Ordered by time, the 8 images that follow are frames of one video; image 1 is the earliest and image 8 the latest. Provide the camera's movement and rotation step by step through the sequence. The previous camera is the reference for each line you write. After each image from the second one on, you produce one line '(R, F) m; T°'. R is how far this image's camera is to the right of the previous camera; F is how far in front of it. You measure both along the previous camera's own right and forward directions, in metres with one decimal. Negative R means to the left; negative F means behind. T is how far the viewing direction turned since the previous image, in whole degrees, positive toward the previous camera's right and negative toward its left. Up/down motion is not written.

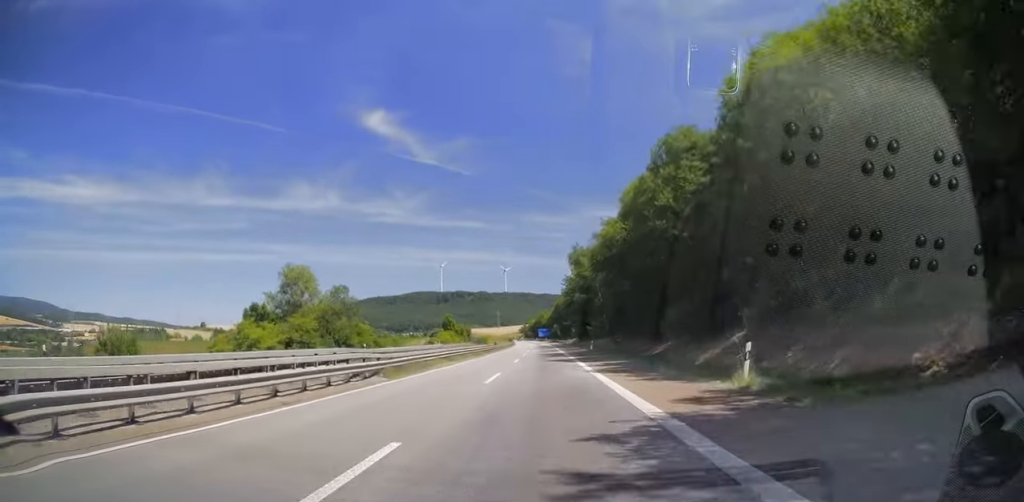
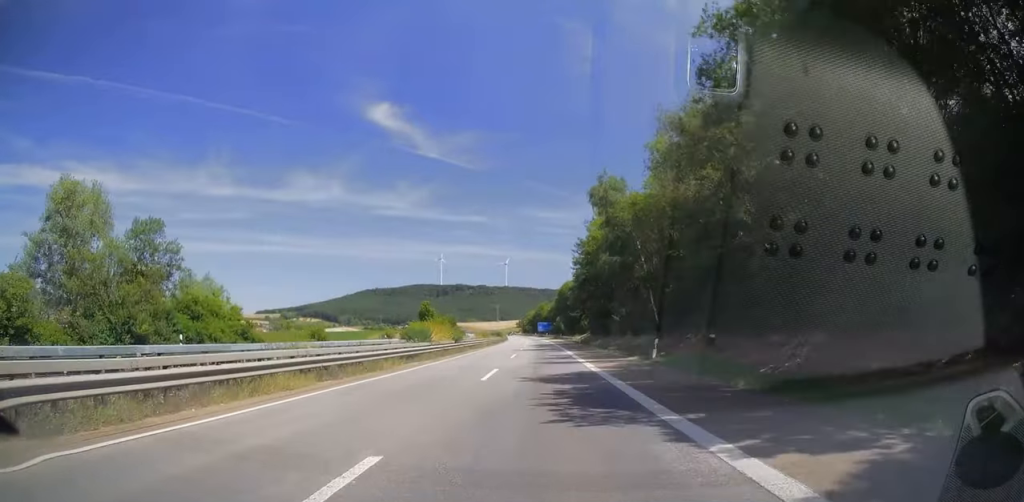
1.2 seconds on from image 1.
(0.0, +37.4) m; 0°
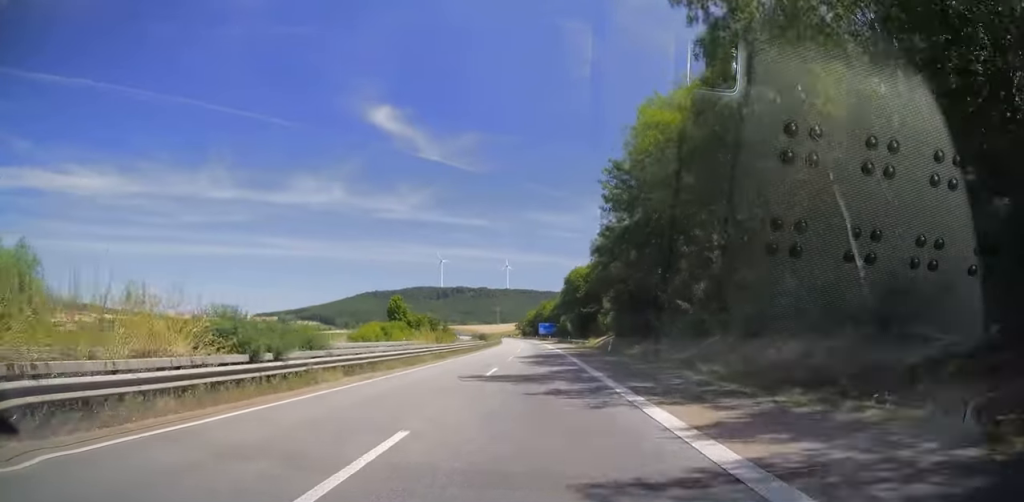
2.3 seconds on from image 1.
(+0.2, +33.7) m; +1°
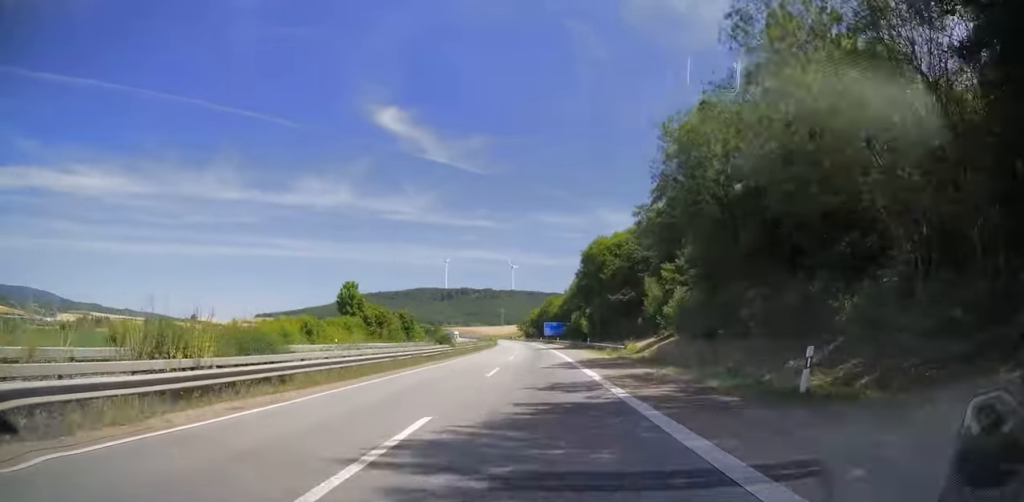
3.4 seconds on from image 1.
(0.0, +33.7) m; -1°
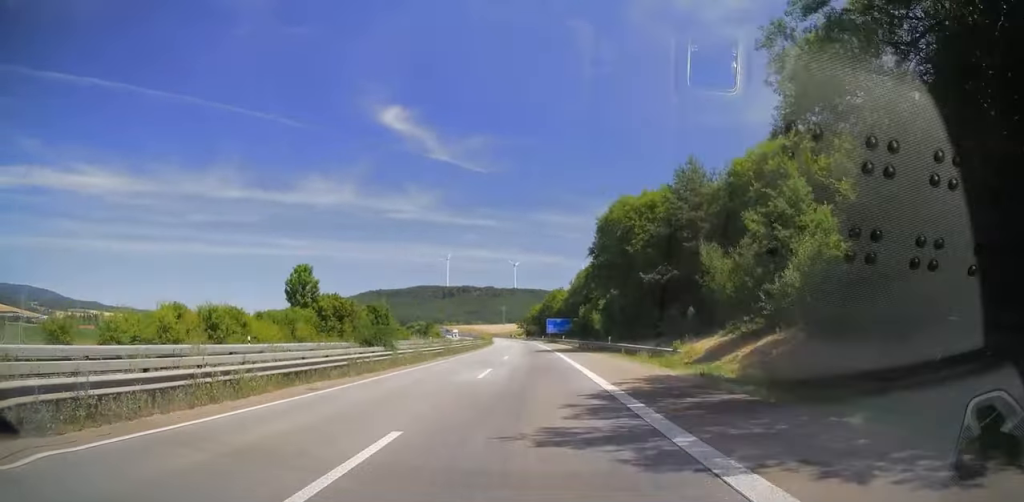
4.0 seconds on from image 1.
(-0.1, +19.6) m; -1°
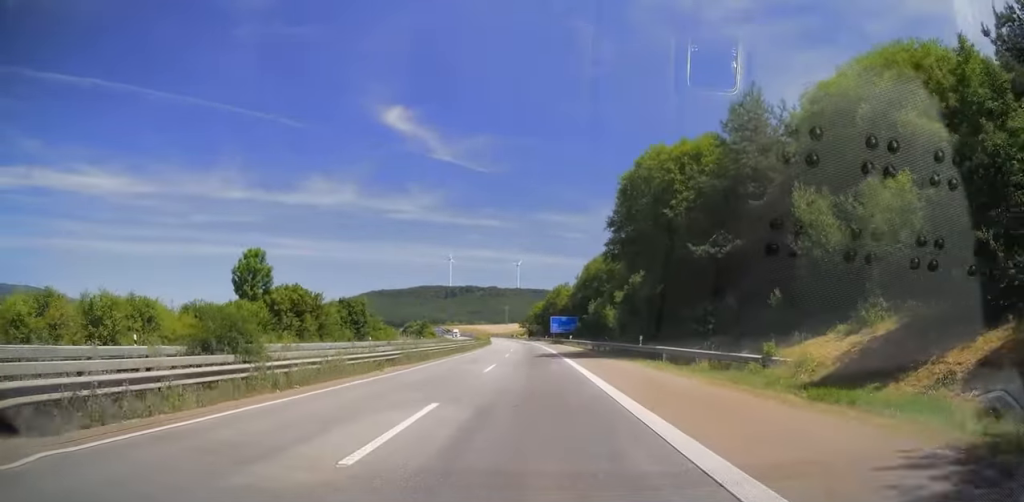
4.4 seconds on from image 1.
(-0.2, +14.0) m; 0°
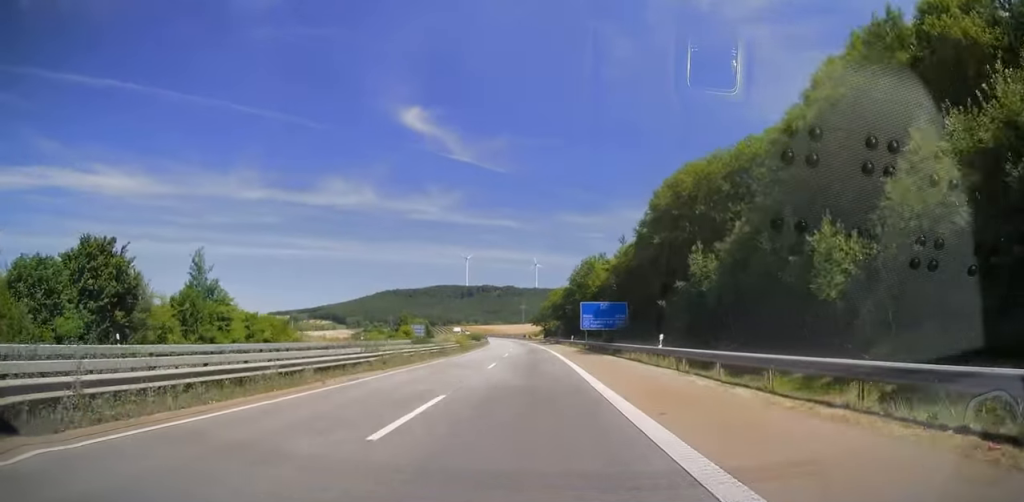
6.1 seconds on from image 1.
(+0.1, +52.2) m; -1°
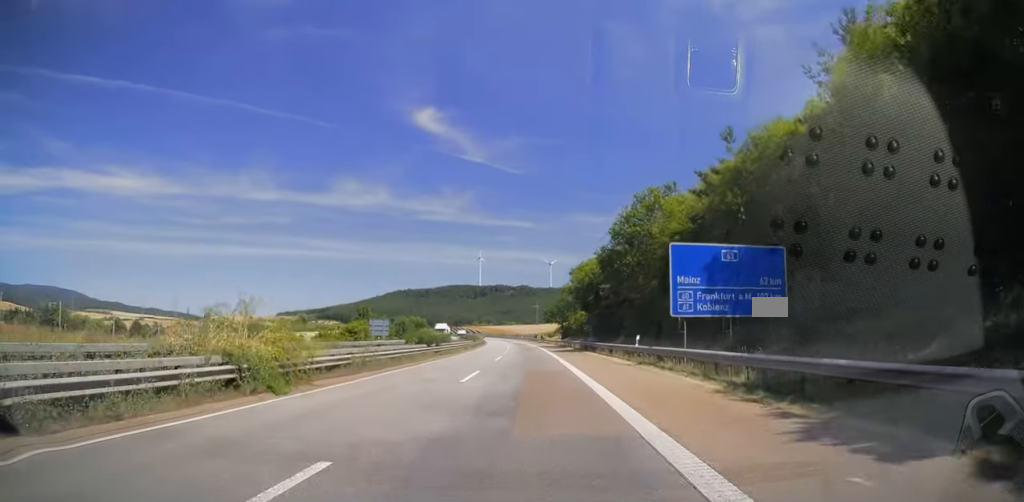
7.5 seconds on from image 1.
(-0.9, +43.4) m; -2°
